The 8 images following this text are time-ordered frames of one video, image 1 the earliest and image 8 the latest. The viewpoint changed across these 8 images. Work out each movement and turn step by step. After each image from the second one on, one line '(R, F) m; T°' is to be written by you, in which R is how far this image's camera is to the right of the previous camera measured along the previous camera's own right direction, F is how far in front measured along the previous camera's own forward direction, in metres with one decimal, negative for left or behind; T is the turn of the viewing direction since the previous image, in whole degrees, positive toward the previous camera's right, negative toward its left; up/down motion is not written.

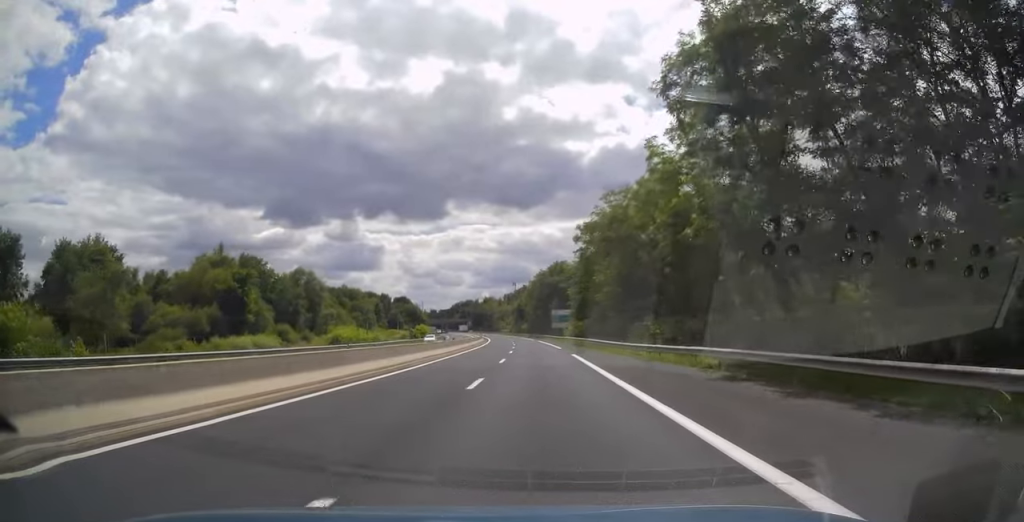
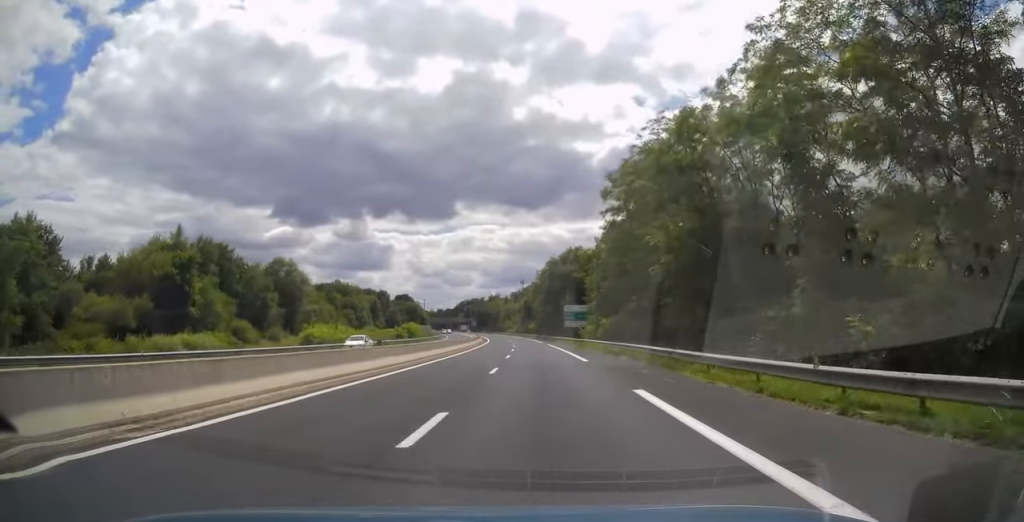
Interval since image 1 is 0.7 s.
(+0.3, +20.7) m; 0°
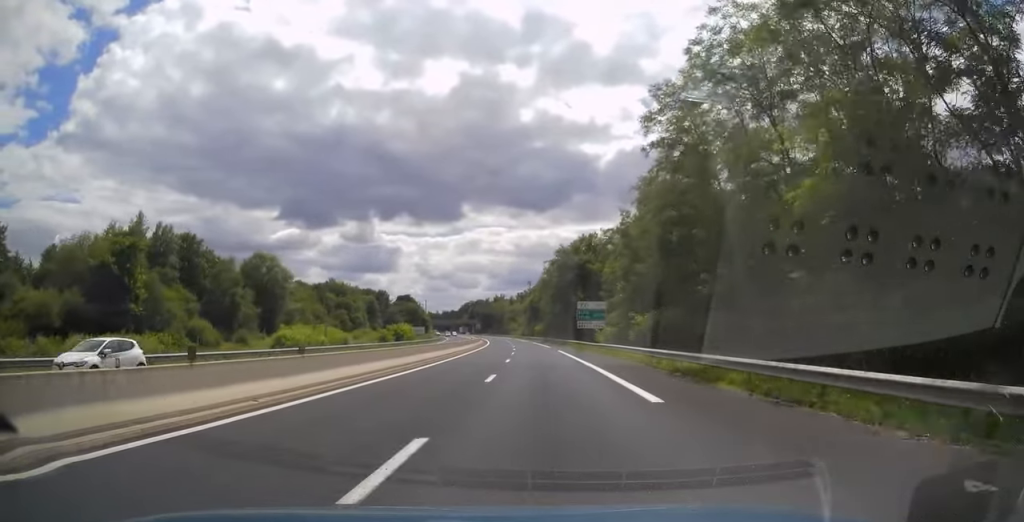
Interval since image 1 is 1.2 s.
(-0.3, +15.3) m; -1°
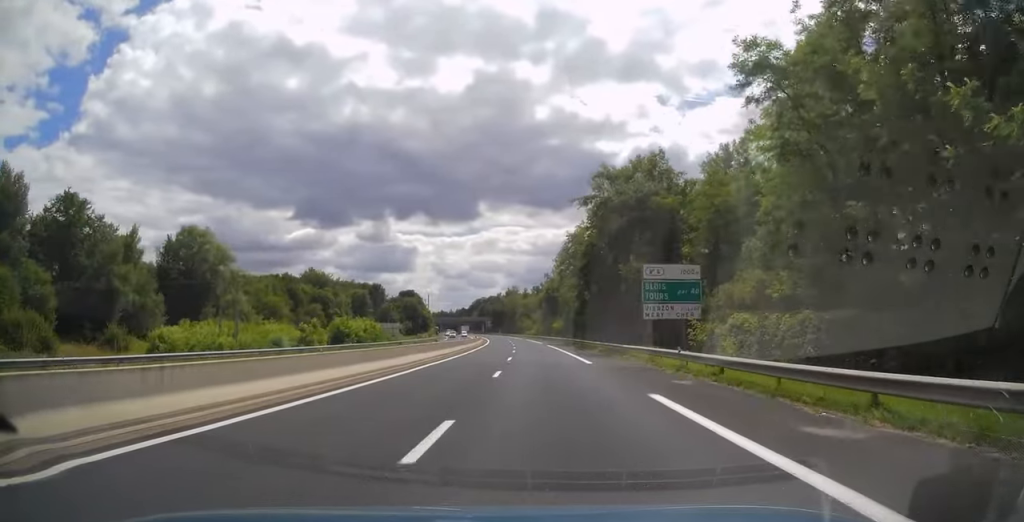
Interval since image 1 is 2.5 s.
(-0.8, +37.4) m; -2°
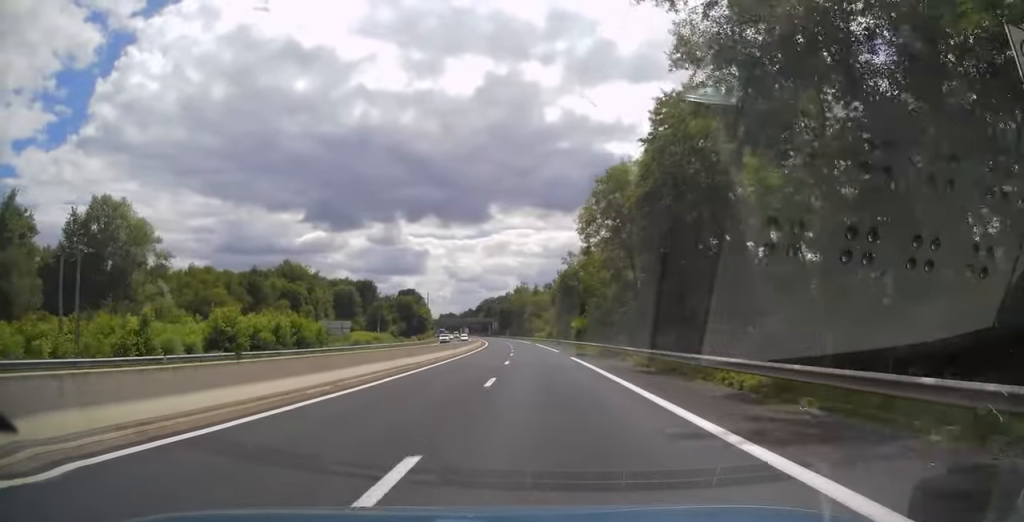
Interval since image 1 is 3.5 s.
(-0.1, +28.6) m; -1°
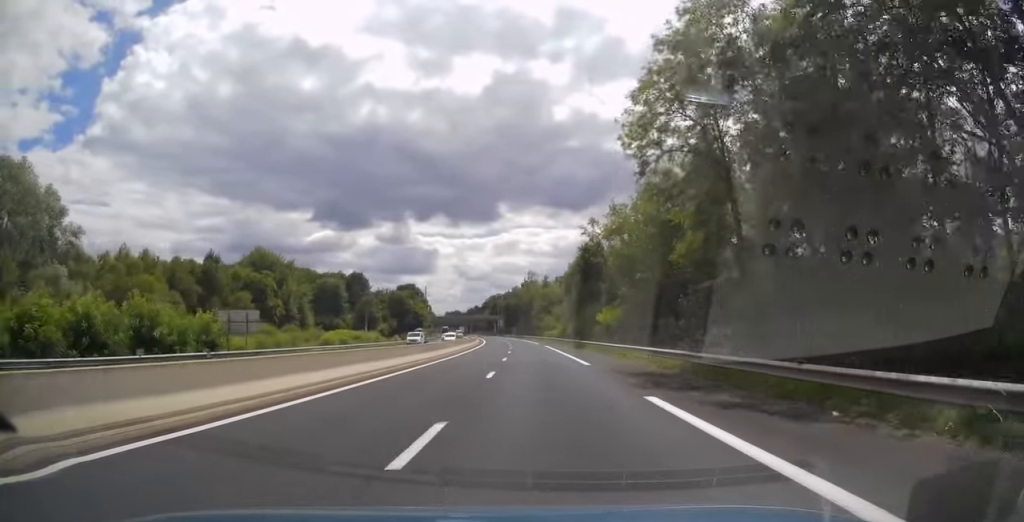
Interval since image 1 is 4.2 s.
(-0.2, +23.7) m; -1°
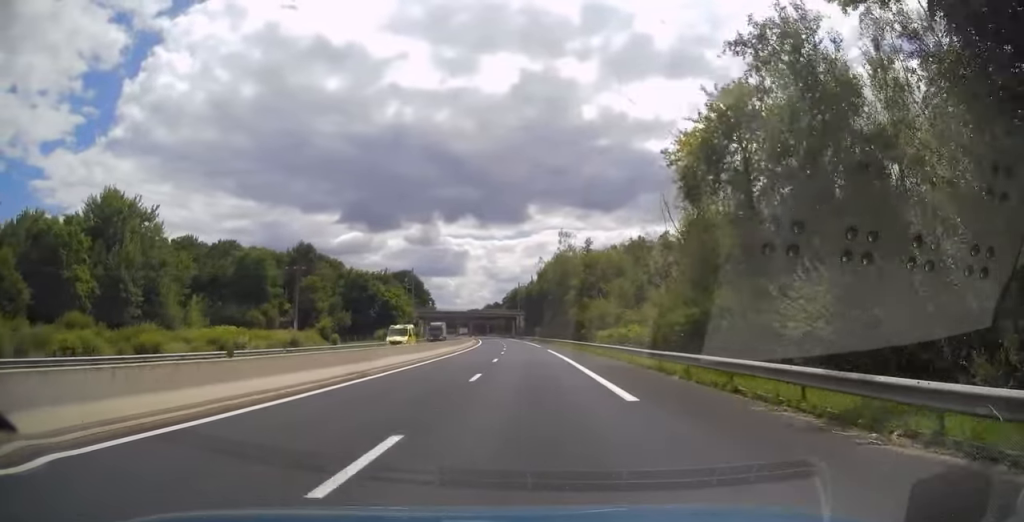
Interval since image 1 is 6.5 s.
(-1.4, +66.2) m; -3°
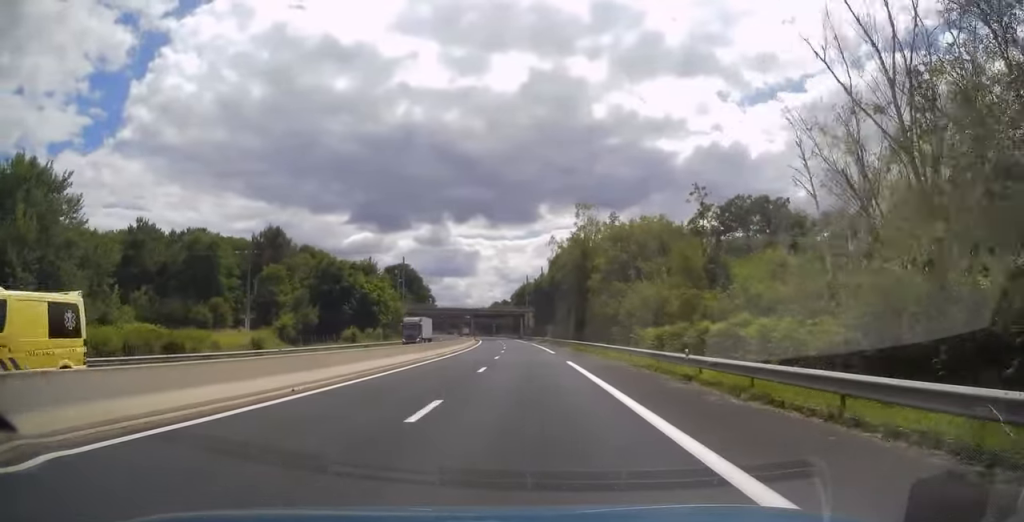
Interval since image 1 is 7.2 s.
(-0.3, +21.6) m; -1°
